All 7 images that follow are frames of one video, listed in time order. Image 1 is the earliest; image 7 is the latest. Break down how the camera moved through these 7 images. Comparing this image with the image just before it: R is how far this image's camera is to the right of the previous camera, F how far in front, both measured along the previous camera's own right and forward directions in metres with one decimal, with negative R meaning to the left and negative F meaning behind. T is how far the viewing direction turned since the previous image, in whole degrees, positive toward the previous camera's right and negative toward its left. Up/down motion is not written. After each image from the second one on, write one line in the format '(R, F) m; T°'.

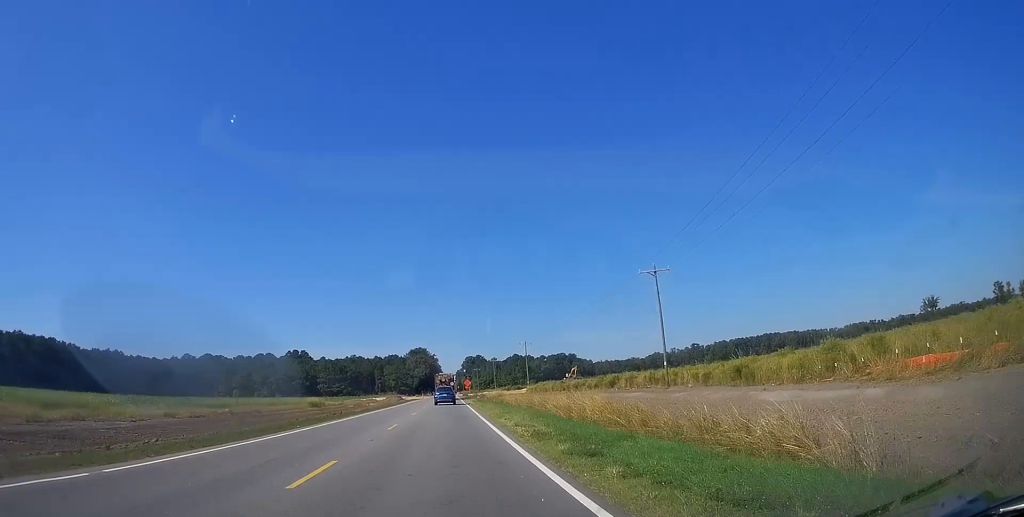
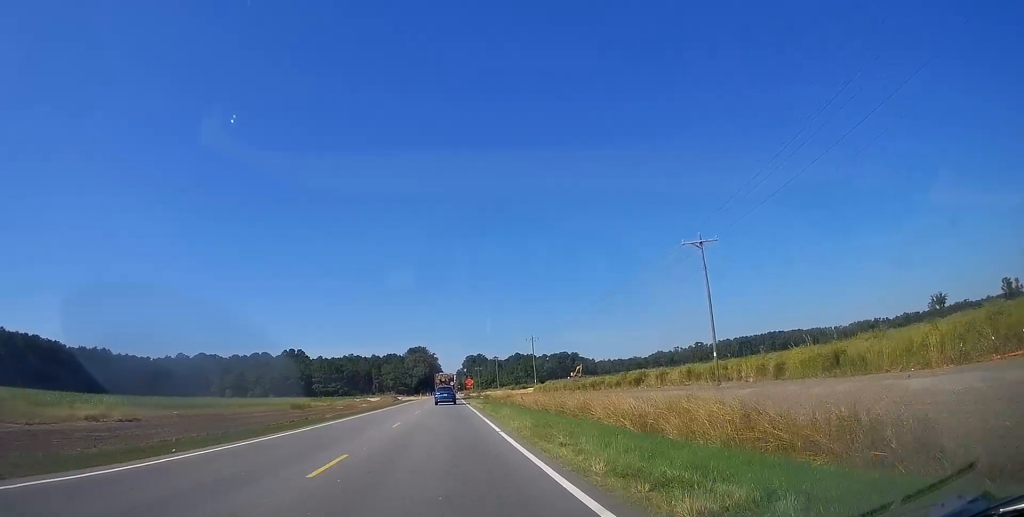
(-0.1, +11.0) m; 0°
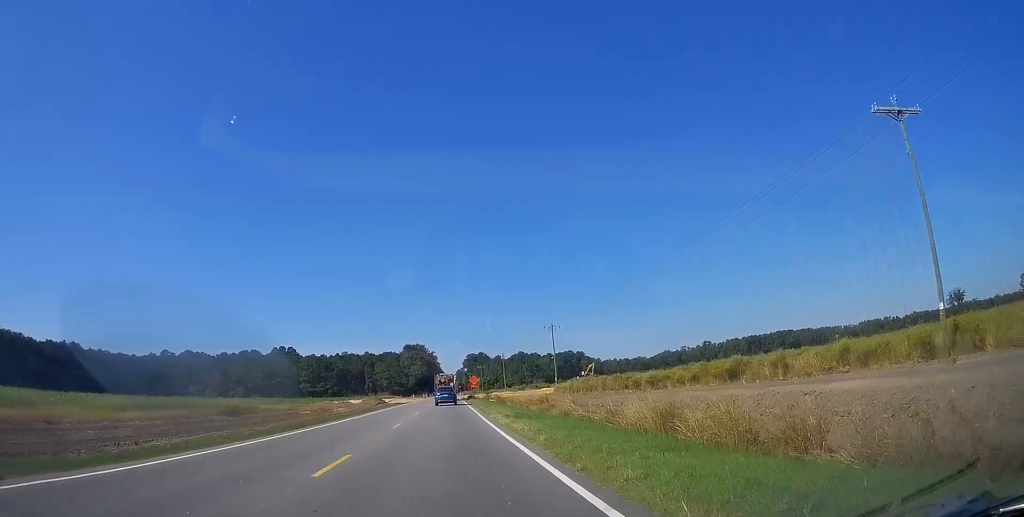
(0.0, +24.7) m; 0°
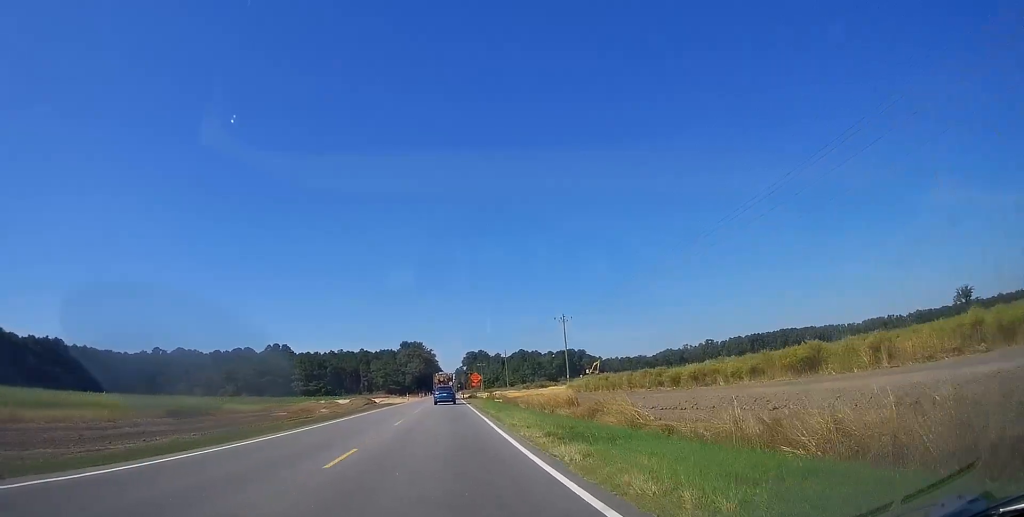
(0.0, +11.5) m; +1°
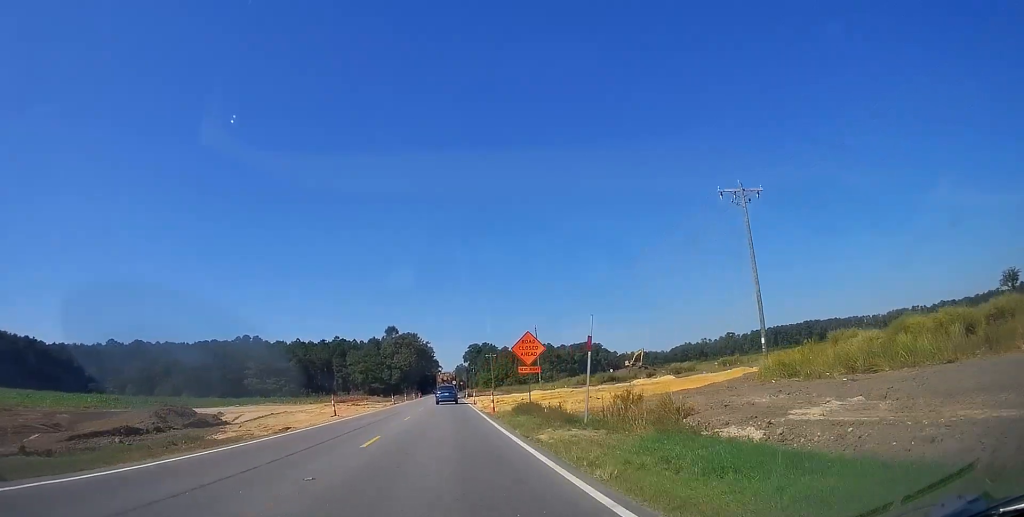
(+0.6, +59.1) m; 0°
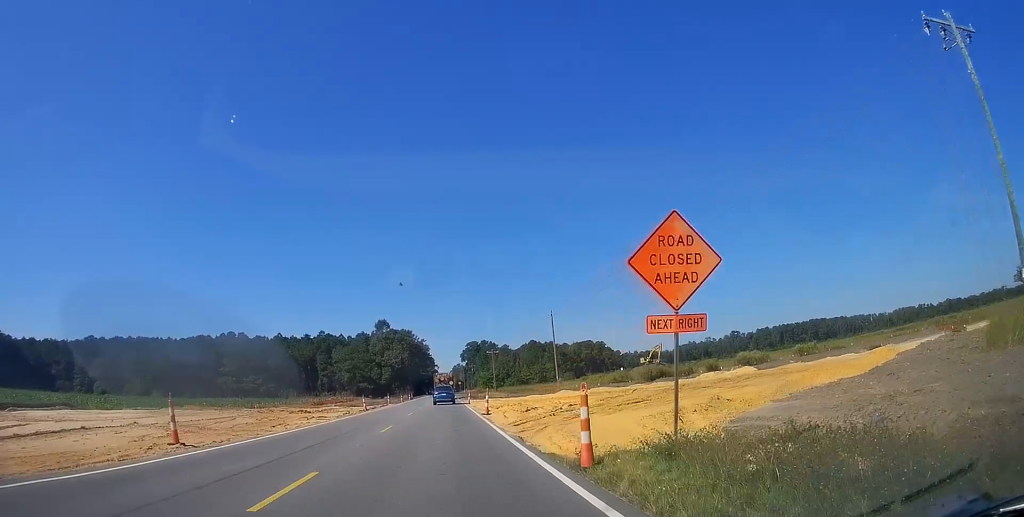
(-0.1, +19.7) m; 0°
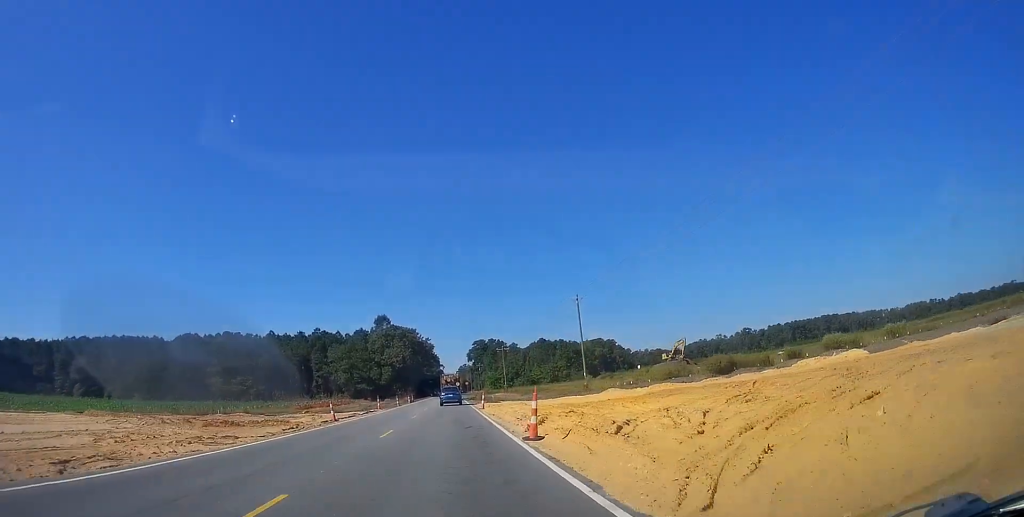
(0.0, +14.3) m; 0°
